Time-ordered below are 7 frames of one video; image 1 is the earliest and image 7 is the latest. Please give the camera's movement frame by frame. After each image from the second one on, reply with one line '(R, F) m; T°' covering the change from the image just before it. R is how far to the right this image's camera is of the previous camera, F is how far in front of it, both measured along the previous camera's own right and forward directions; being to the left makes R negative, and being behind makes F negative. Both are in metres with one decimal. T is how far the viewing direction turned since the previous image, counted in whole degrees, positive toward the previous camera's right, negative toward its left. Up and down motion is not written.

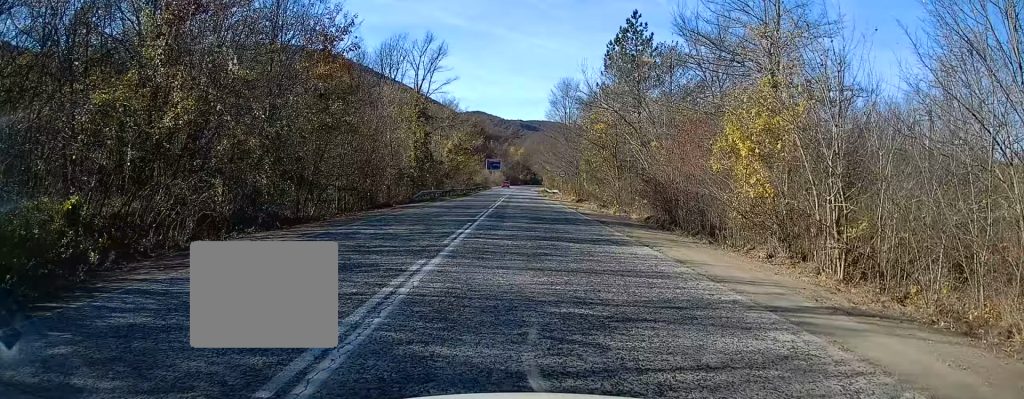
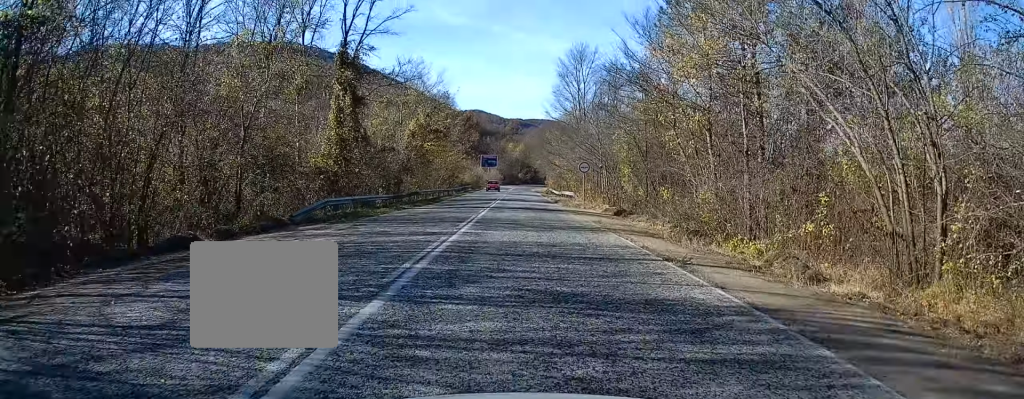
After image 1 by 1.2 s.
(-0.1, +22.8) m; 0°
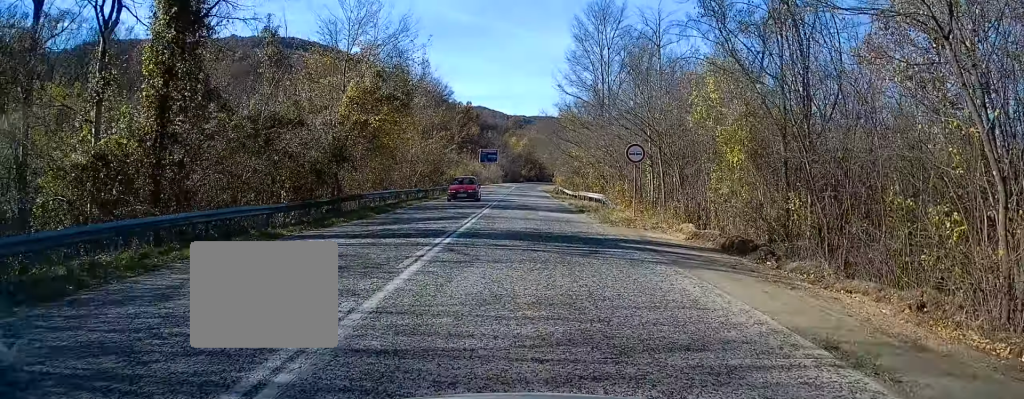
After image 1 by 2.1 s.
(0.0, +17.5) m; +1°
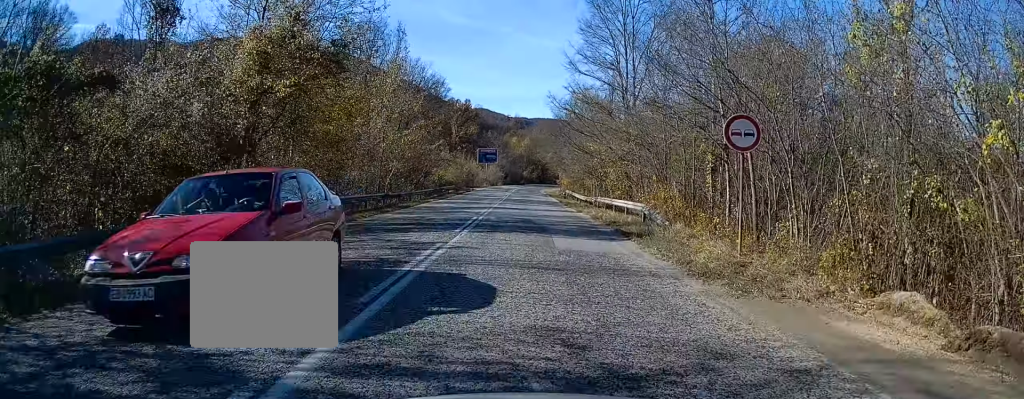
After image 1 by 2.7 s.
(+0.2, +11.4) m; 0°
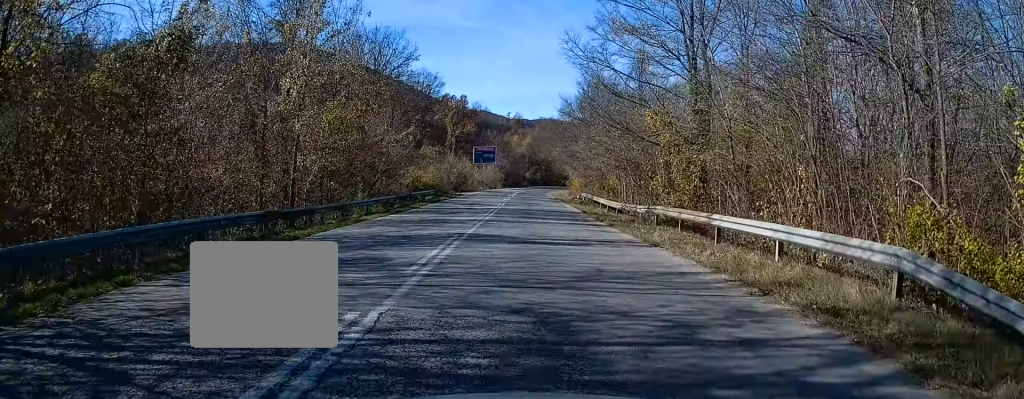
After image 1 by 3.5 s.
(0.0, +16.2) m; -1°
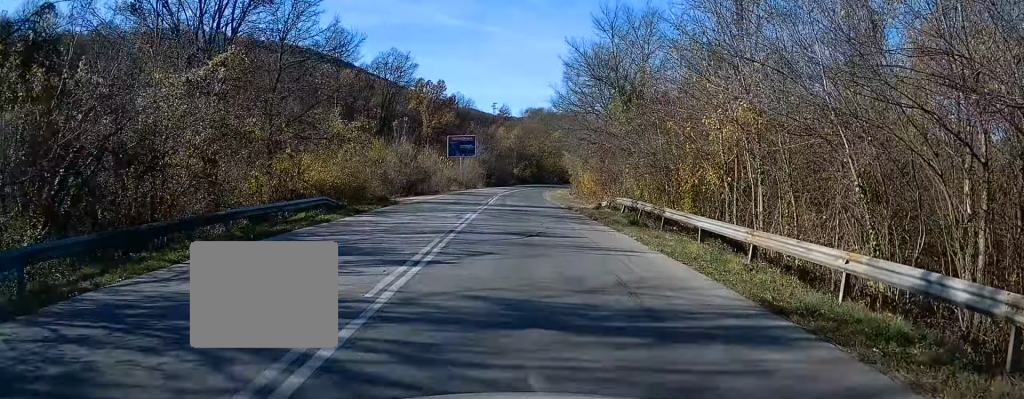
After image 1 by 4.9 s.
(-0.4, +24.6) m; 0°
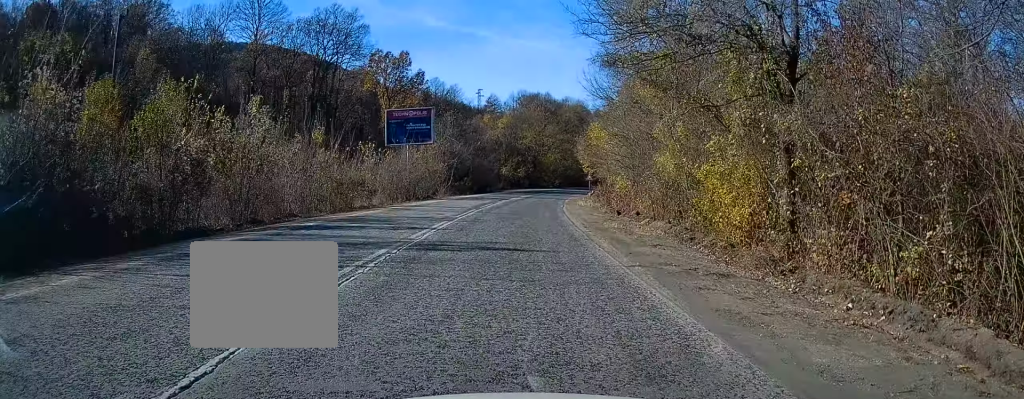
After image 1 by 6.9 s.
(+0.3, +39.0) m; +1°
